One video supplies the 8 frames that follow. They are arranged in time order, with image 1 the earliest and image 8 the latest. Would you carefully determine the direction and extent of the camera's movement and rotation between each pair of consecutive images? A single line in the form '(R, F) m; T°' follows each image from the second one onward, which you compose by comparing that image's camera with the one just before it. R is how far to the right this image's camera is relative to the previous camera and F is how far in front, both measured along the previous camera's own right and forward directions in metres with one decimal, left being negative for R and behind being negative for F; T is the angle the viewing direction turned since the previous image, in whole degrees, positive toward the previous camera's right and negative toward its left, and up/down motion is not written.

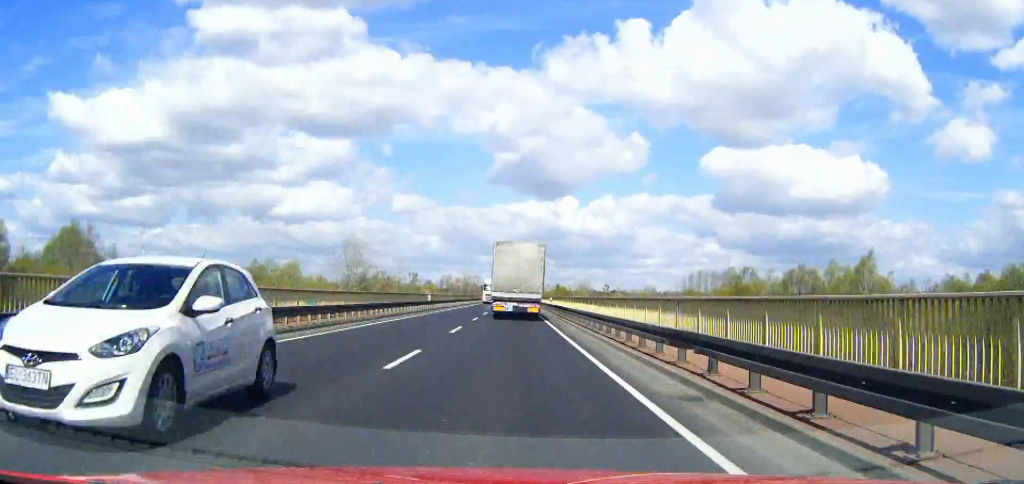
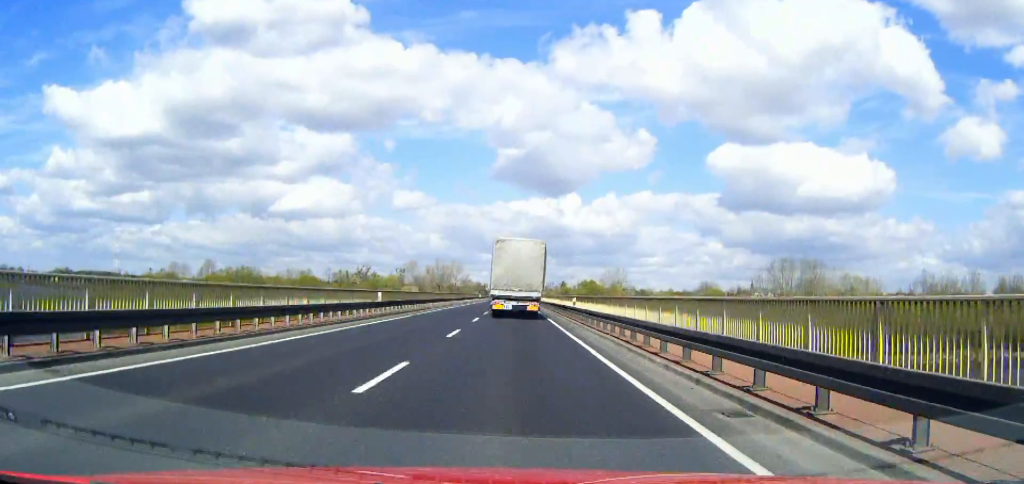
(-0.1, +121.3) m; 0°
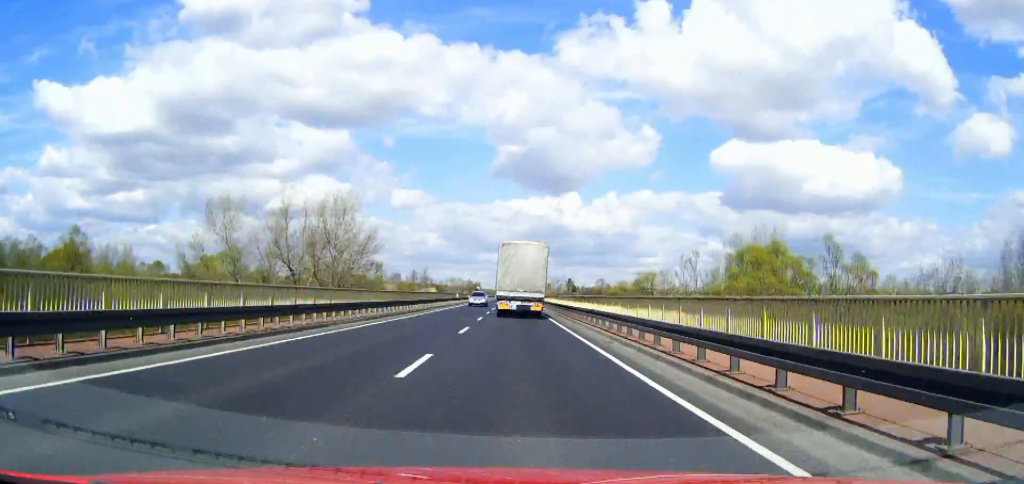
(+0.5, +152.9) m; 0°
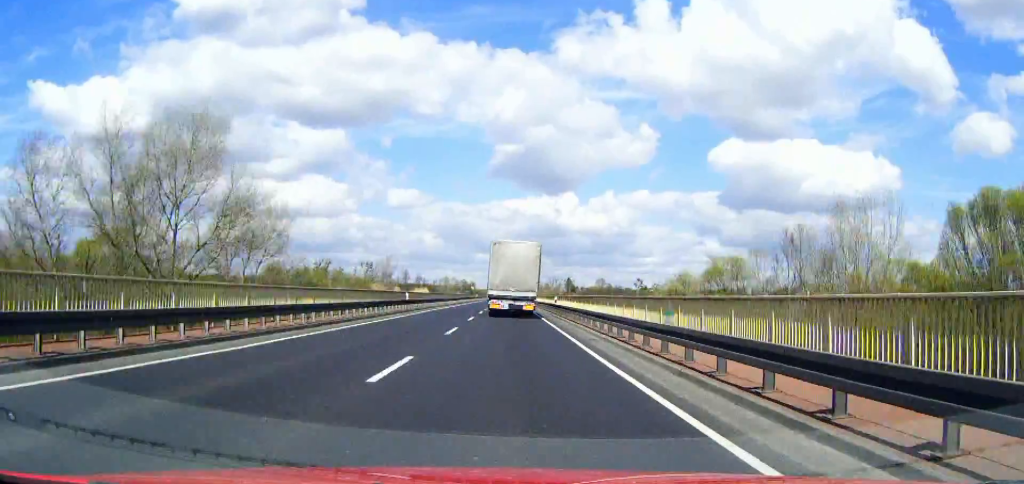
(0.0, +36.0) m; 0°
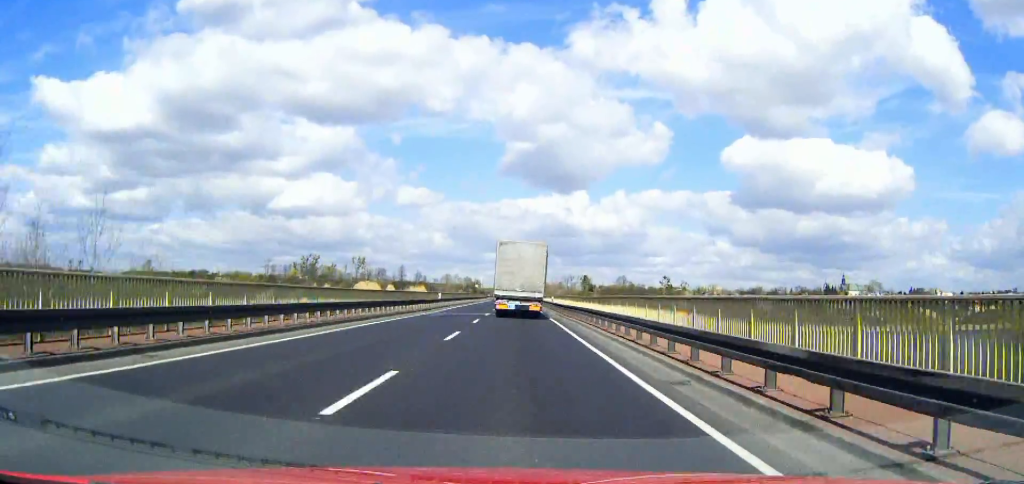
(-0.1, +85.0) m; 0°
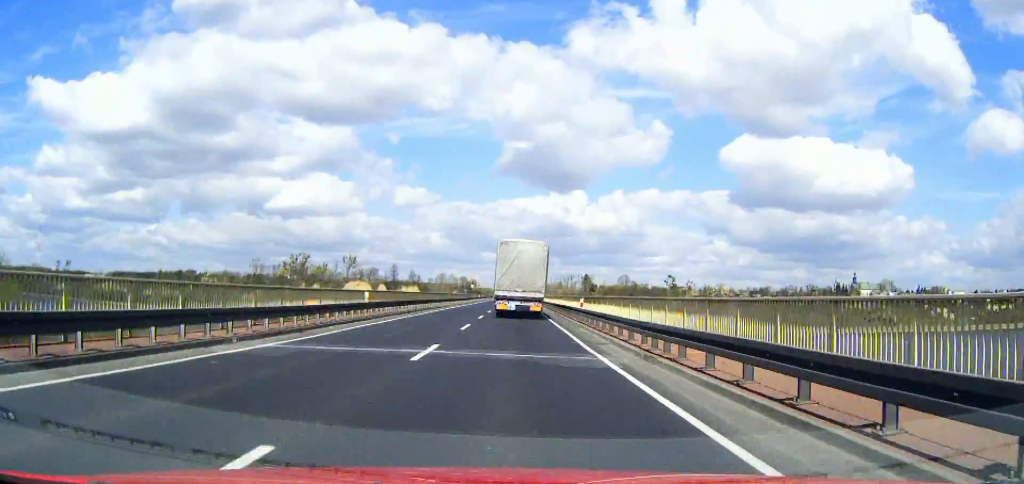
(0.0, +28.9) m; 0°
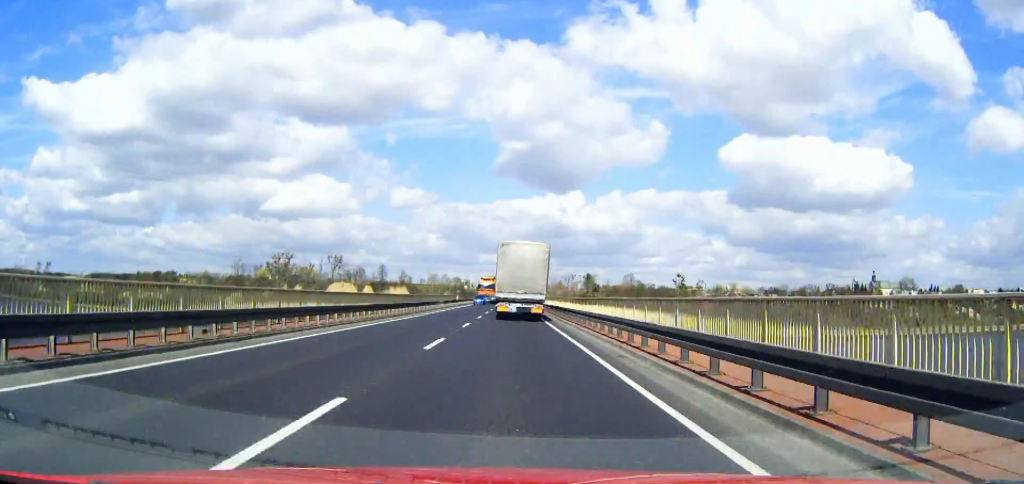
(0.0, +44.2) m; 0°
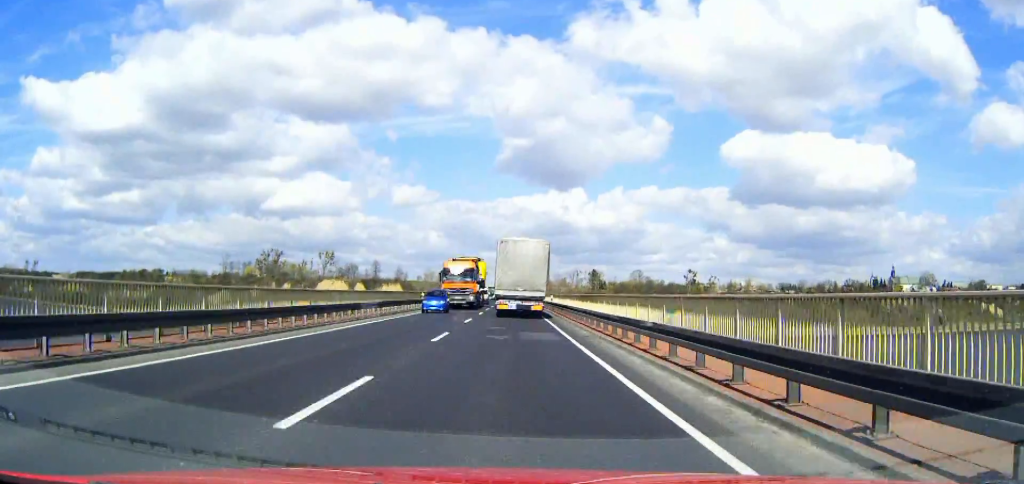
(0.0, +32.9) m; 0°
